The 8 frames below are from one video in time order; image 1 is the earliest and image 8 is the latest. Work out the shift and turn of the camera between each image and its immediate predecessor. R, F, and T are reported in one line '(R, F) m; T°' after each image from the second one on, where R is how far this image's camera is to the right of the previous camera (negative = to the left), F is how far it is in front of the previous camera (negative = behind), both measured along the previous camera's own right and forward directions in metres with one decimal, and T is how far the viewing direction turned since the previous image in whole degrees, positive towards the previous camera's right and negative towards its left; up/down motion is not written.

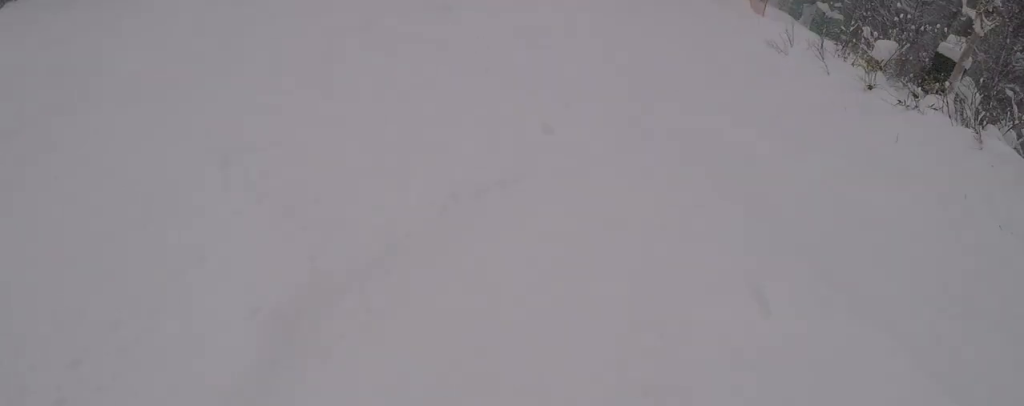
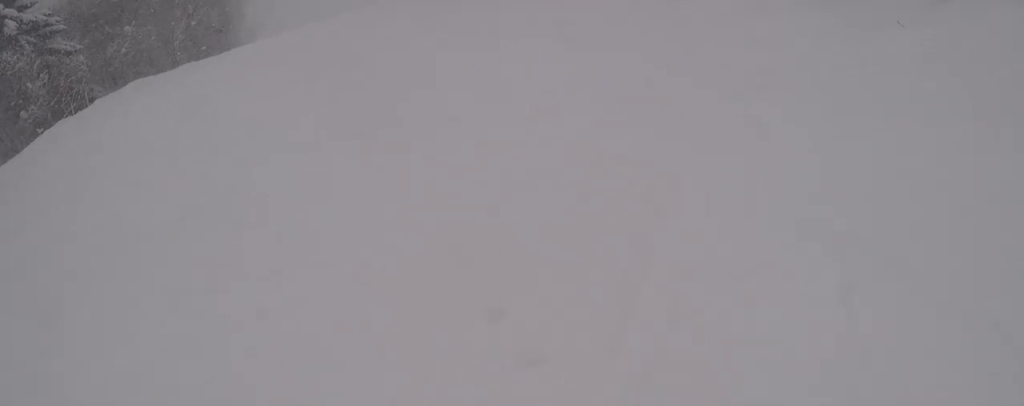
(-0.7, +4.6) m; -5°
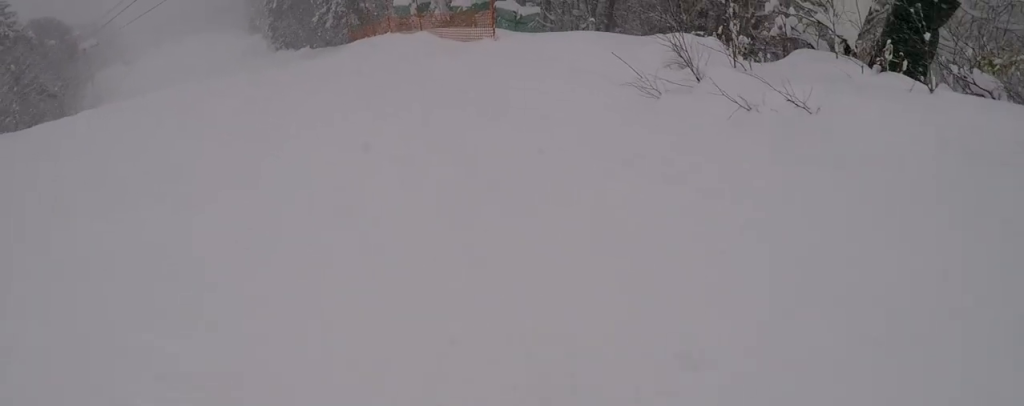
(+0.1, +6.4) m; +2°
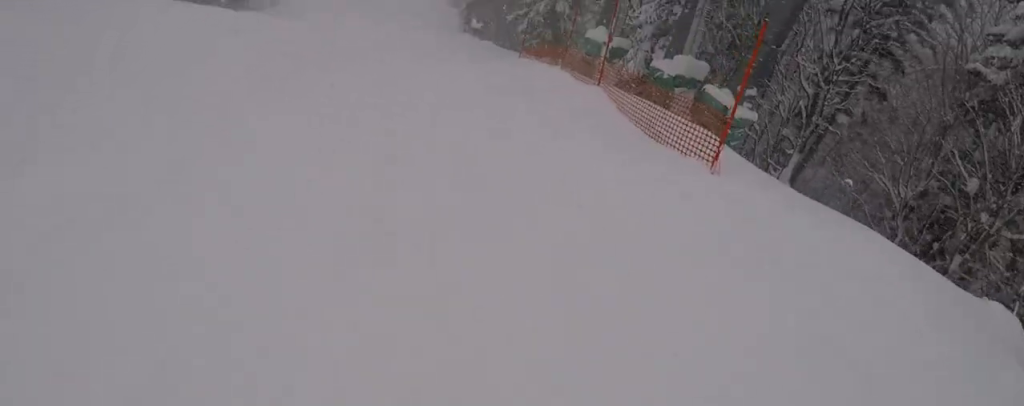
(0.0, +4.5) m; -2°
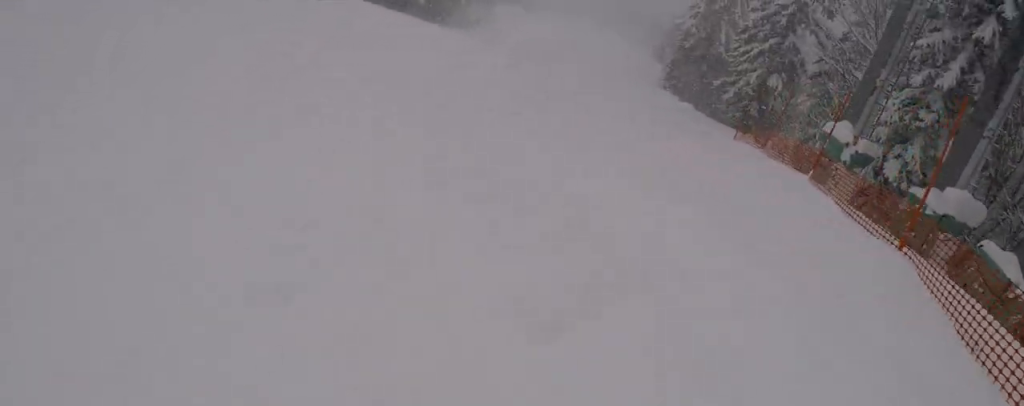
(0.0, +3.4) m; -4°
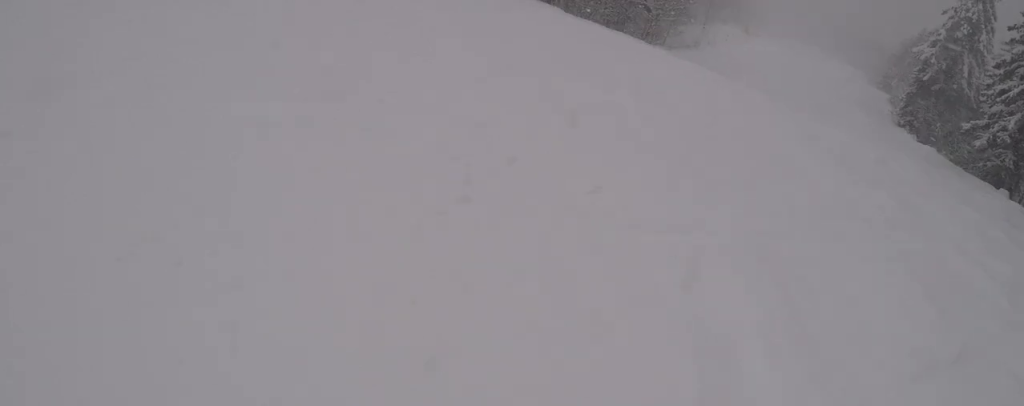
(-0.2, +4.7) m; -22°
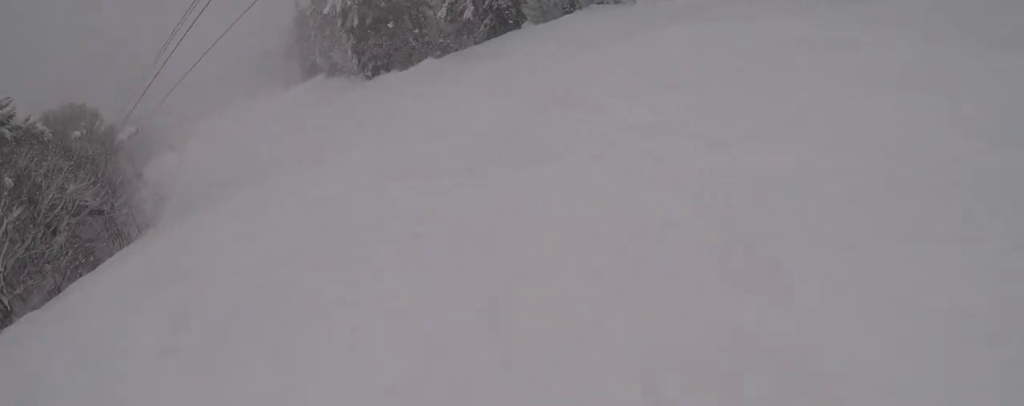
(-1.0, +8.7) m; +18°
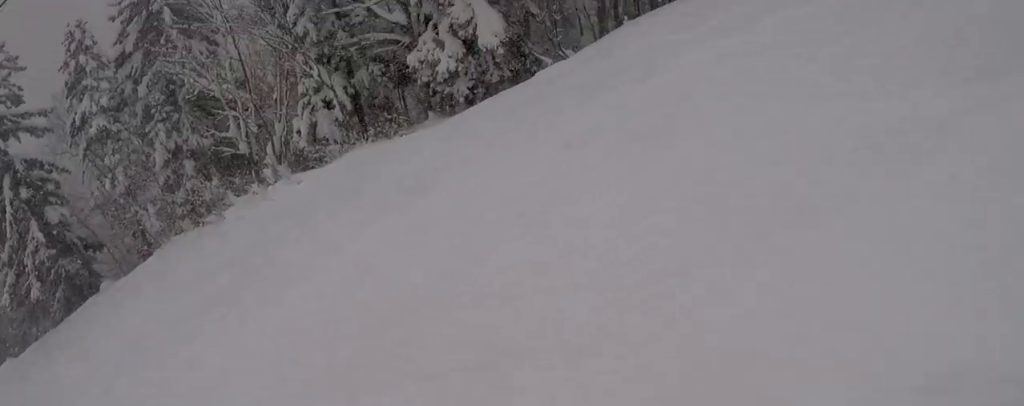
(+0.9, +4.2) m; +23°
